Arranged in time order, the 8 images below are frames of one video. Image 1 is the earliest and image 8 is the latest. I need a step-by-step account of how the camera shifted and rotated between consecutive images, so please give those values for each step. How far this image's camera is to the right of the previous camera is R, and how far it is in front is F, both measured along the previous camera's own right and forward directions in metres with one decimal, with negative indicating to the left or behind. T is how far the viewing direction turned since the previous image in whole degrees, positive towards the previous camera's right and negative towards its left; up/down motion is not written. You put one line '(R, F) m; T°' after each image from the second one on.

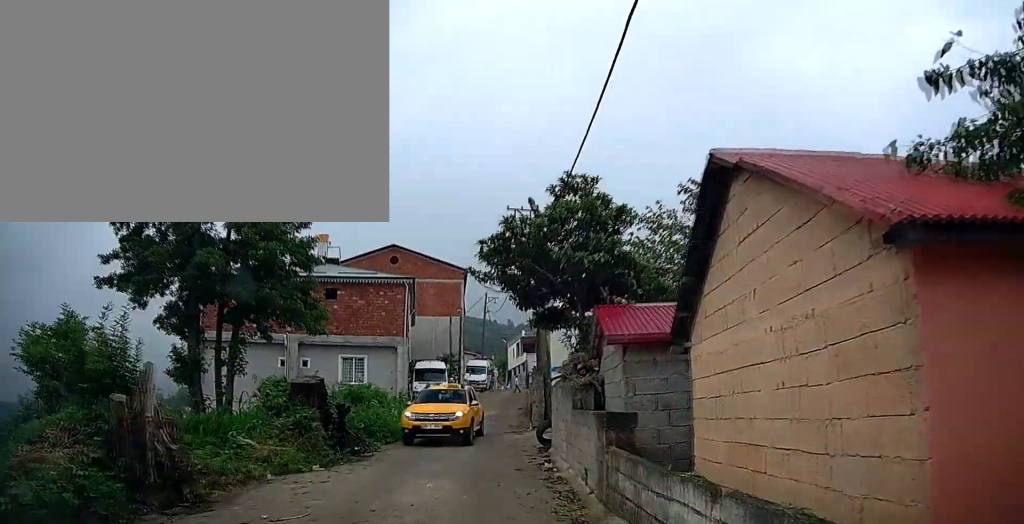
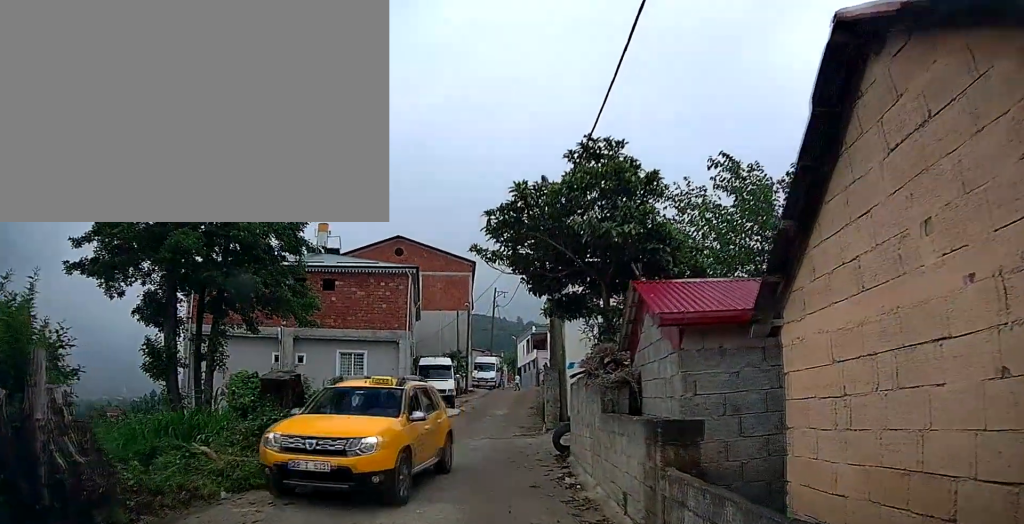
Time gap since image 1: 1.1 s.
(0.0, +1.8) m; 0°
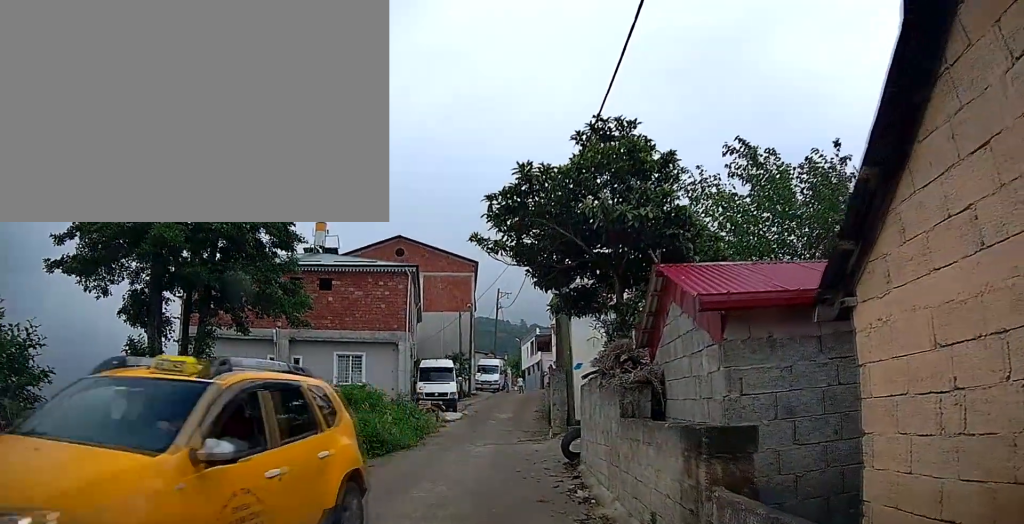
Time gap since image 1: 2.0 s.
(0.0, +1.1) m; -2°
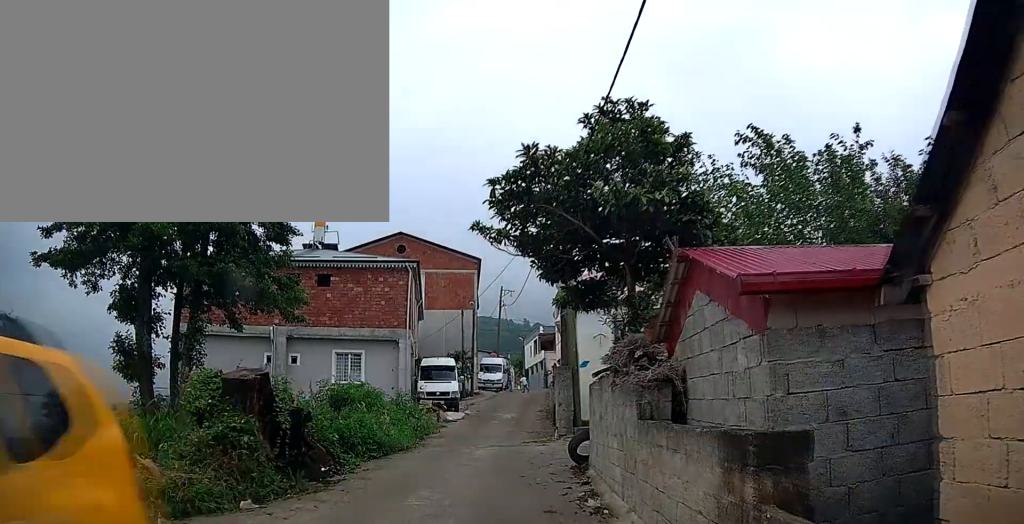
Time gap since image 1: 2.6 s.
(0.0, +0.8) m; -4°
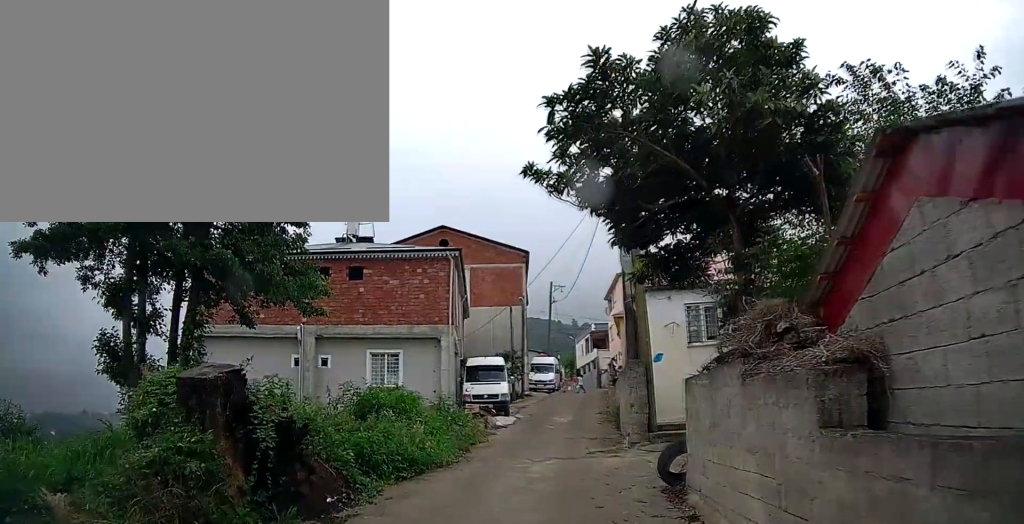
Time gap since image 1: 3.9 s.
(0.0, +2.8) m; +4°
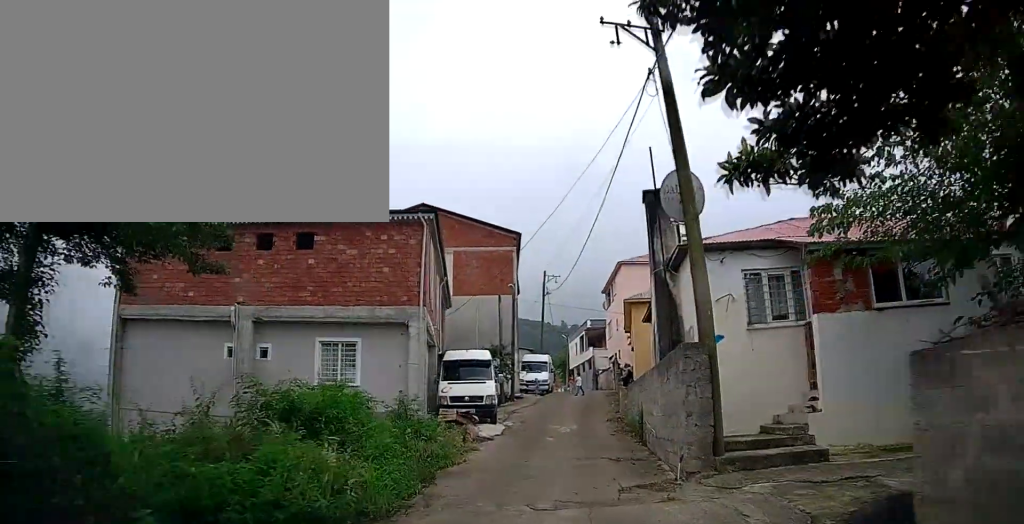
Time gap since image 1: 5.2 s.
(+0.4, +4.5) m; +7°
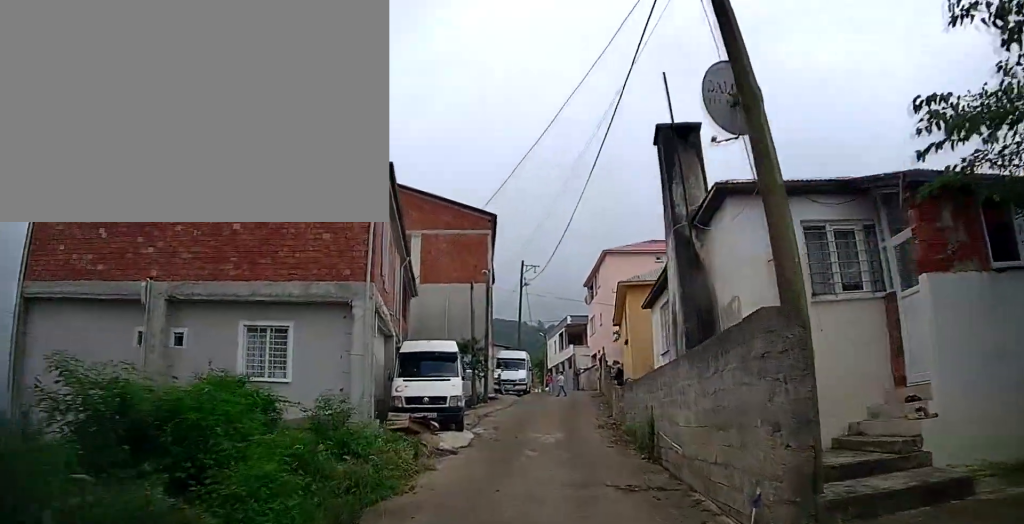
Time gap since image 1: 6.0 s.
(+0.1, +3.5) m; +2°
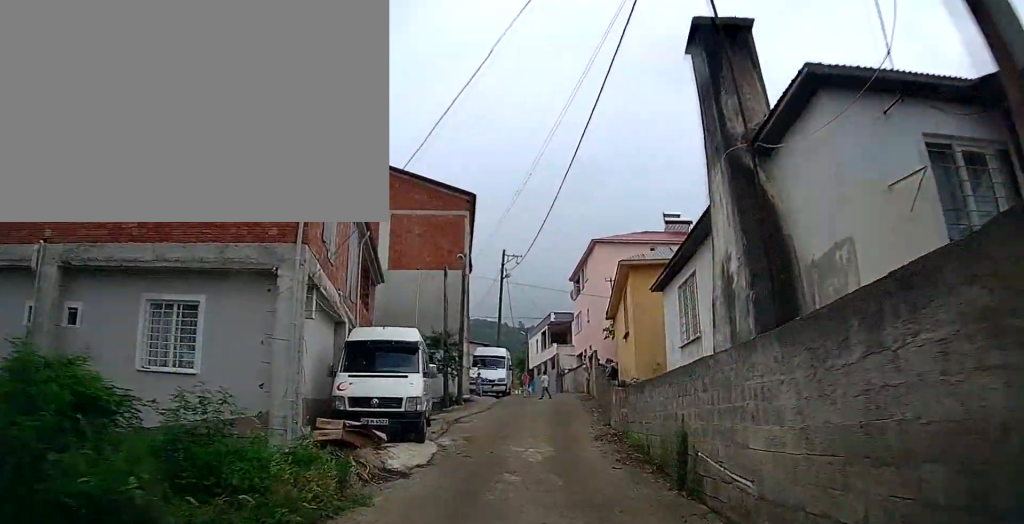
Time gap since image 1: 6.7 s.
(+0.1, +3.5) m; +1°
